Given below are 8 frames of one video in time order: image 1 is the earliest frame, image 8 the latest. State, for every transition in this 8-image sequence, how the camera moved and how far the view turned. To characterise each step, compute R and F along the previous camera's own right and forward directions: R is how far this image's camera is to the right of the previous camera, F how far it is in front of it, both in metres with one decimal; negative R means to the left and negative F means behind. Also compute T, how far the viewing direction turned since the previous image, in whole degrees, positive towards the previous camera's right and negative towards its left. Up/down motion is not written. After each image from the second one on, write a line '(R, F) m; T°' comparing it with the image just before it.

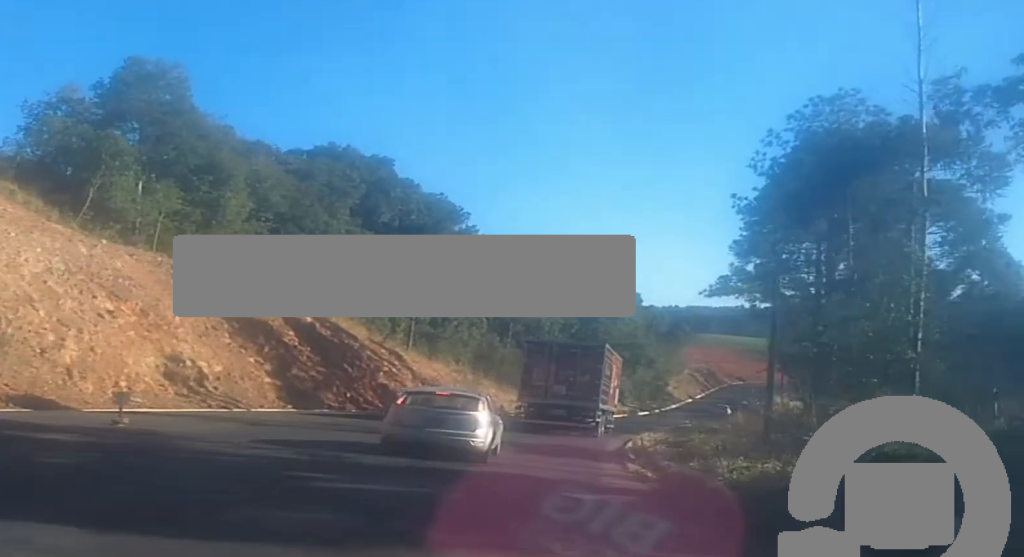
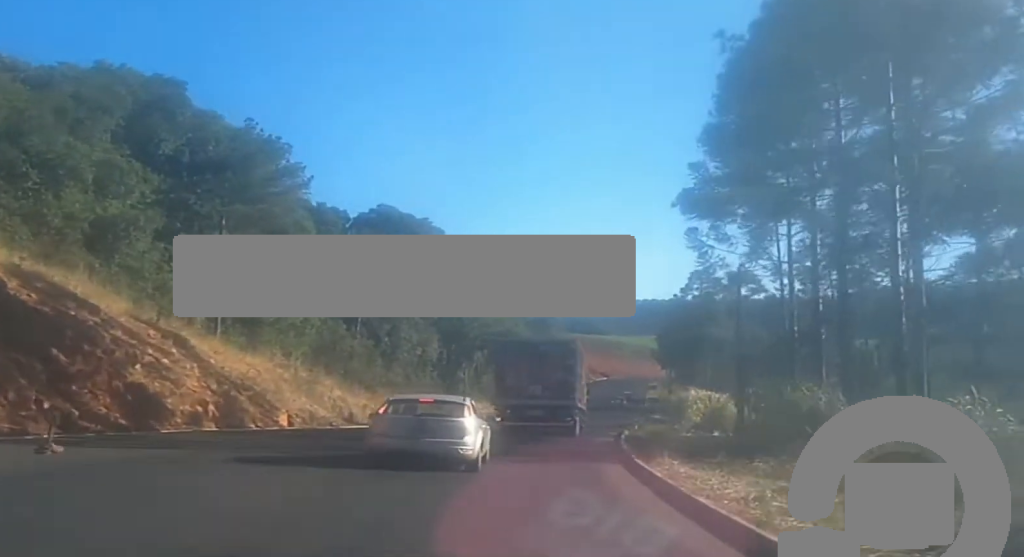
(+1.7, +24.6) m; +8°
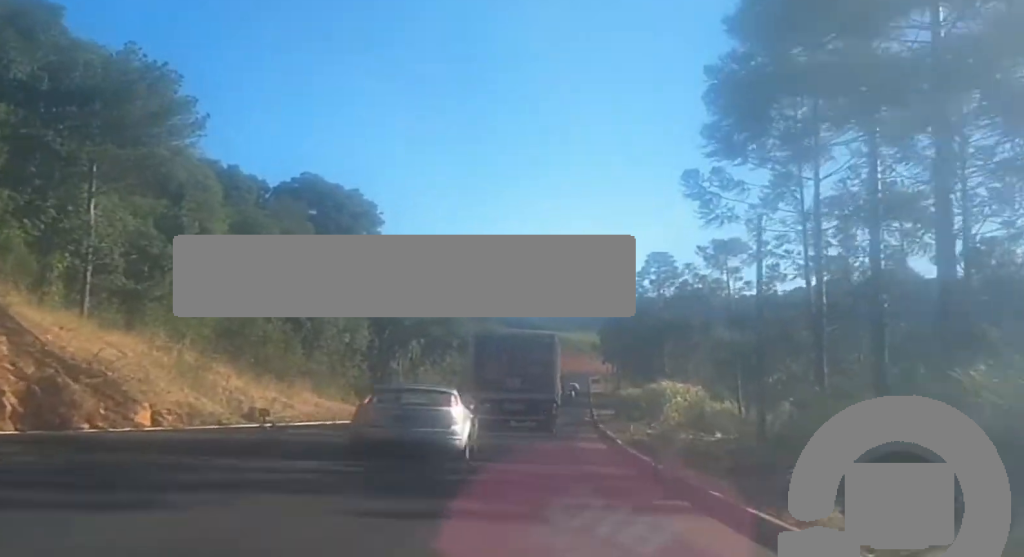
(+0.5, +11.9) m; +4°
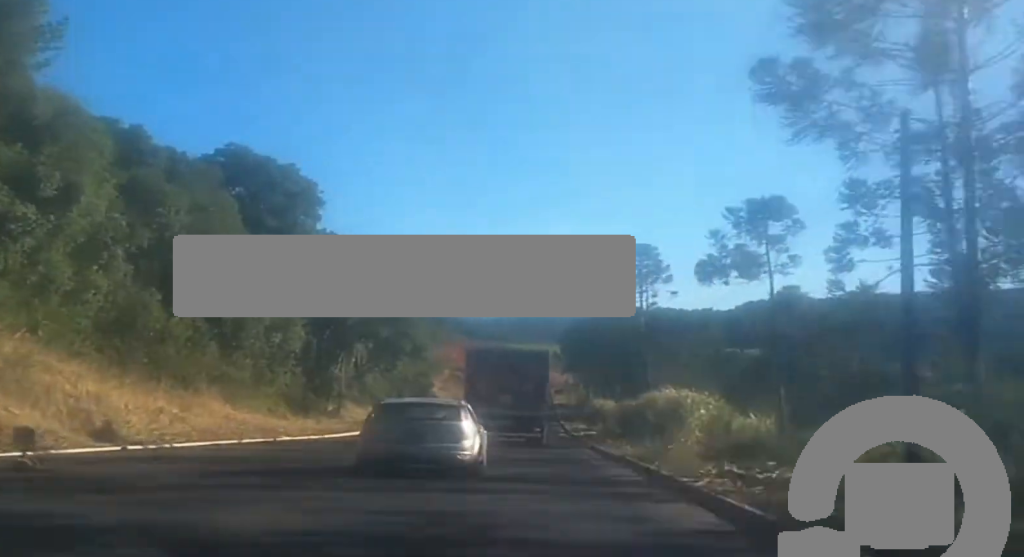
(+0.4, +13.9) m; +2°
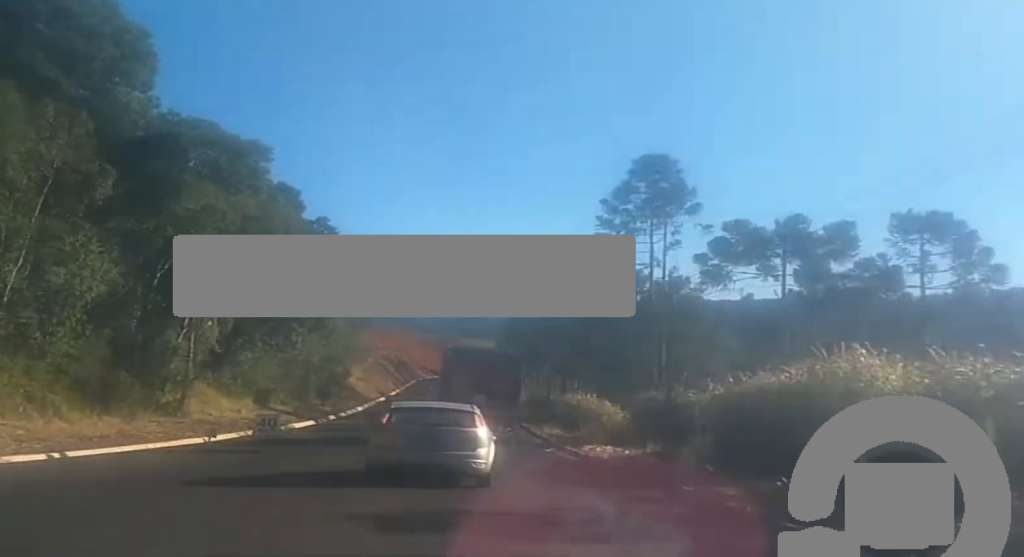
(+0.6, +30.8) m; +3°
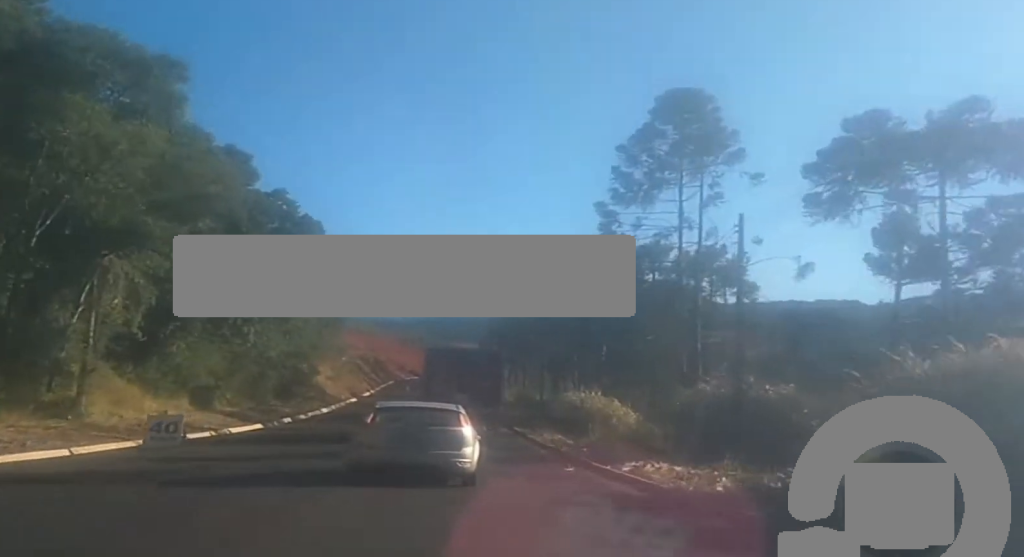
(+0.4, +13.0) m; +2°
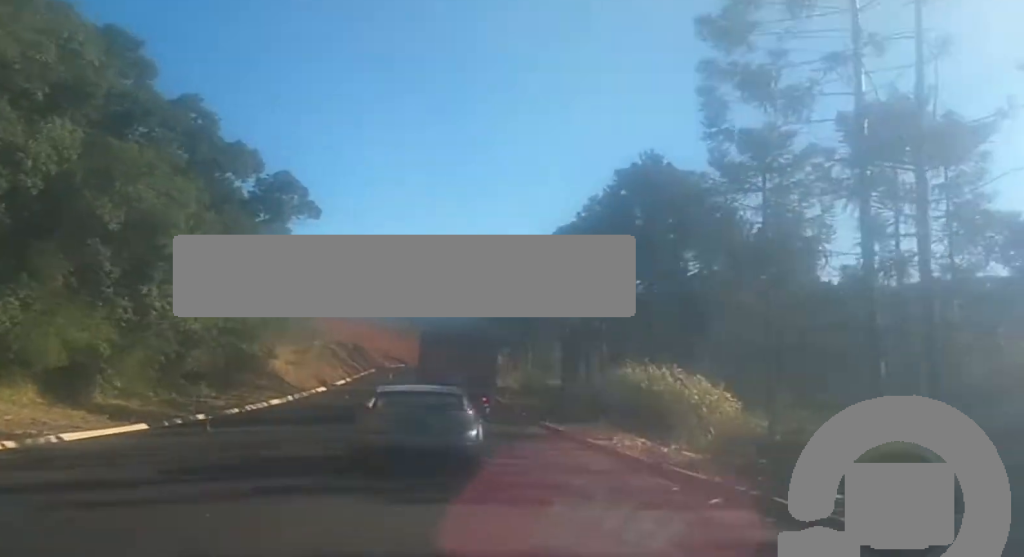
(+0.3, +22.0) m; +1°
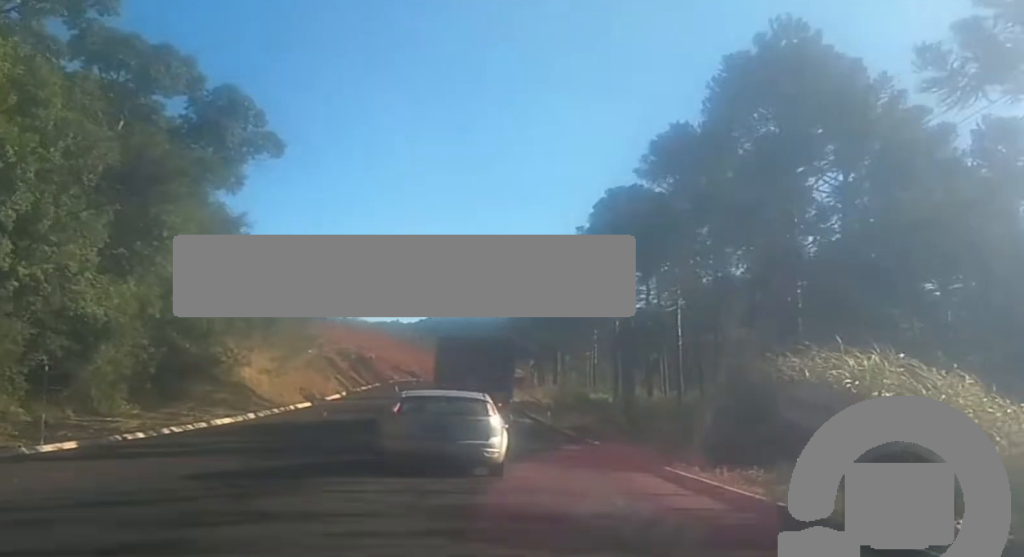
(+0.1, +18.6) m; 0°
